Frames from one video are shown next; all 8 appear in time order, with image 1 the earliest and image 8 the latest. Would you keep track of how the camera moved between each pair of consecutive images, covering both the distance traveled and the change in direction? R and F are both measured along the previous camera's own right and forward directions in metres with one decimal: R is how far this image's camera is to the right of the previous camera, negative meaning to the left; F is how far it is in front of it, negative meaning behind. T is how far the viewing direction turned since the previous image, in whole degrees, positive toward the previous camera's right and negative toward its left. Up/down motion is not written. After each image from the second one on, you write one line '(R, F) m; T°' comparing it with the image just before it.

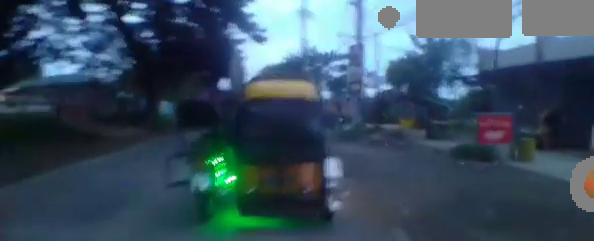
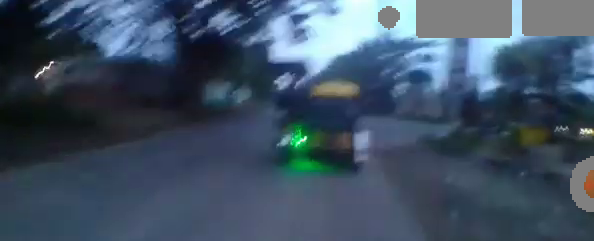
(-0.5, +4.5) m; -7°
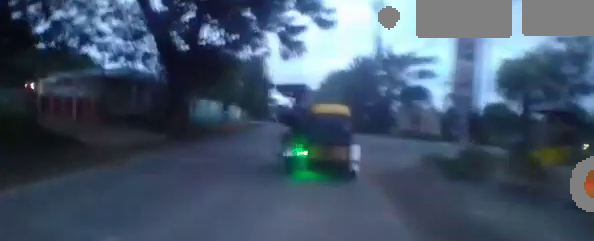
(-0.2, +1.4) m; +4°
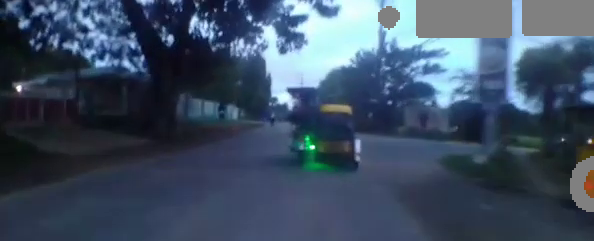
(+0.2, +2.2) m; +8°
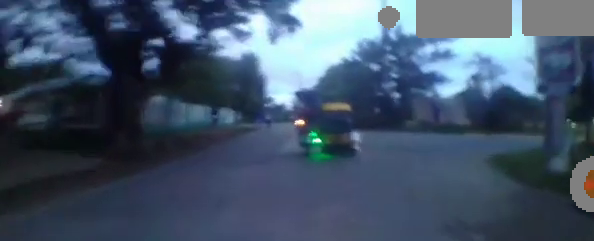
(+0.4, +3.3) m; +10°
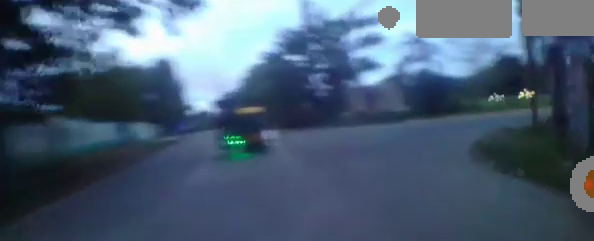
(+0.2, +3.3) m; +3°
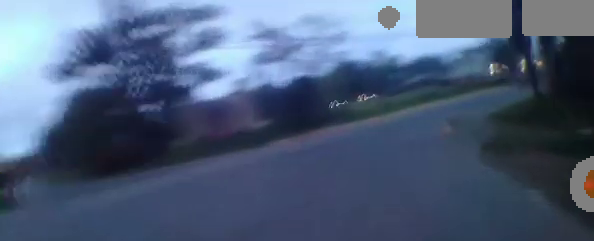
(+1.3, +7.0) m; +30°
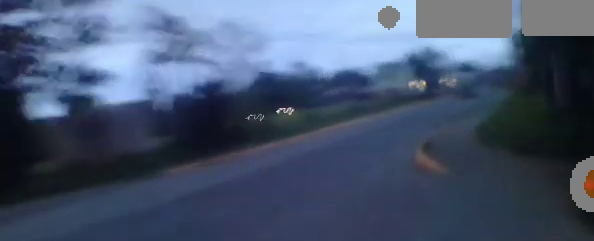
(+0.8, +4.1) m; +19°
